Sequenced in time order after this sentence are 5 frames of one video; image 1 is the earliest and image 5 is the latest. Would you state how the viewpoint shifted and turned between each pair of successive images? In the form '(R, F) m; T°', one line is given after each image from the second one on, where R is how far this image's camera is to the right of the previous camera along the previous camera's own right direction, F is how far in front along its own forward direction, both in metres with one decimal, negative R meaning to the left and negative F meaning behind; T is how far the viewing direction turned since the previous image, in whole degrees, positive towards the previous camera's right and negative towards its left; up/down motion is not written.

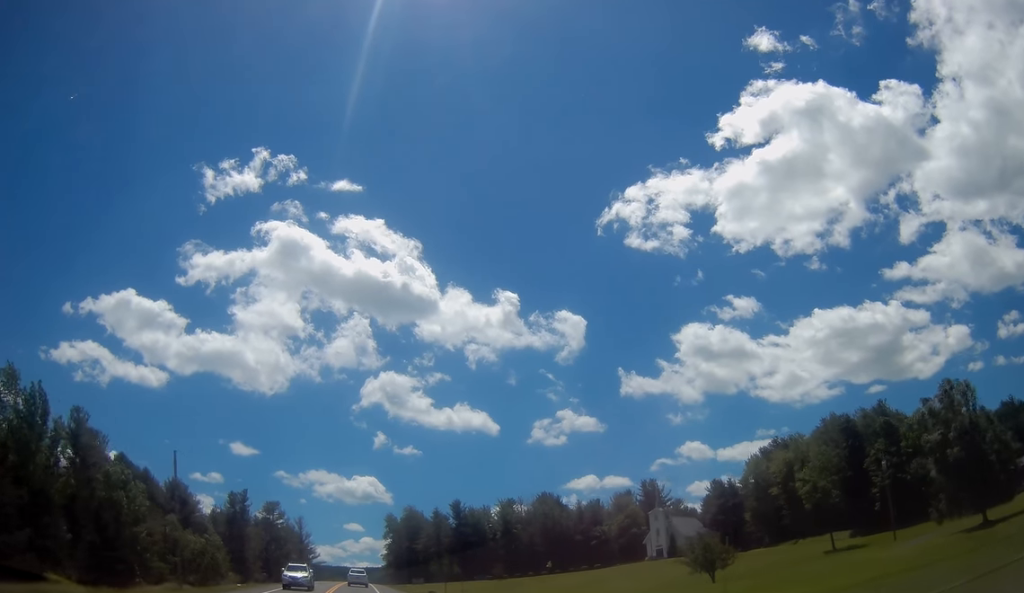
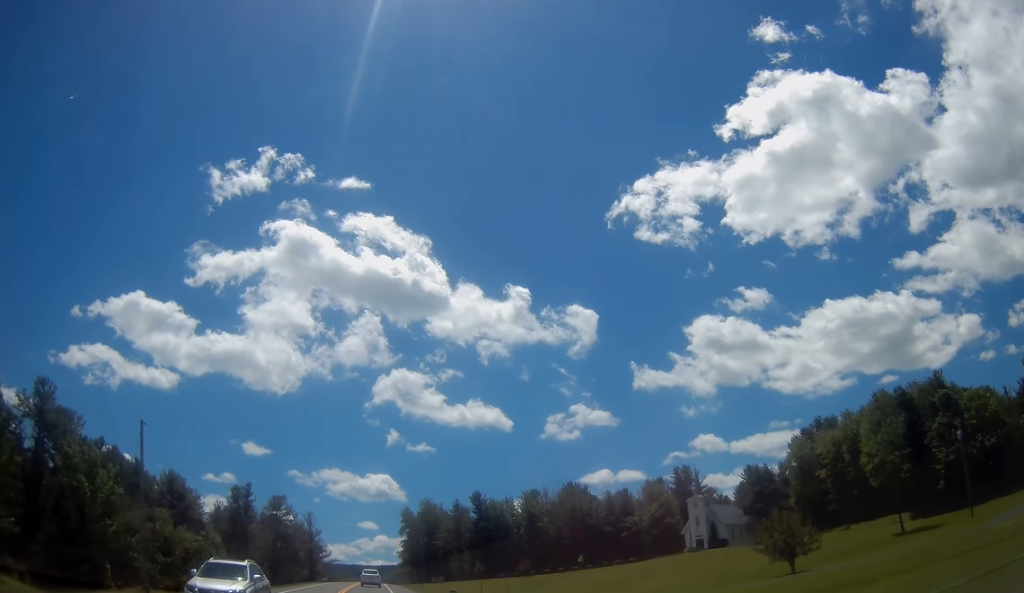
(-0.1, +11.2) m; -1°
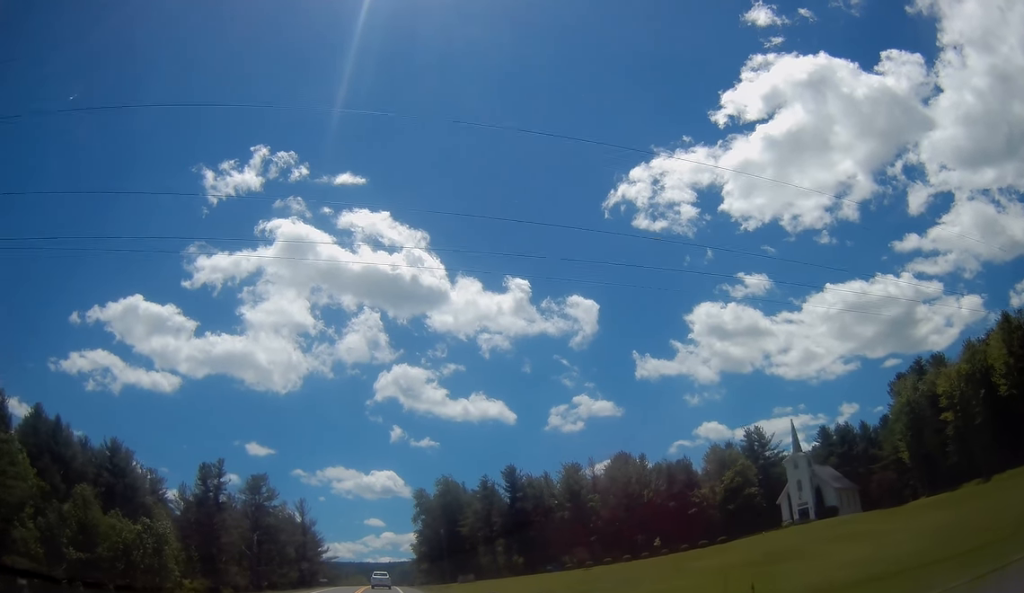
(-0.5, +31.1) m; -1°
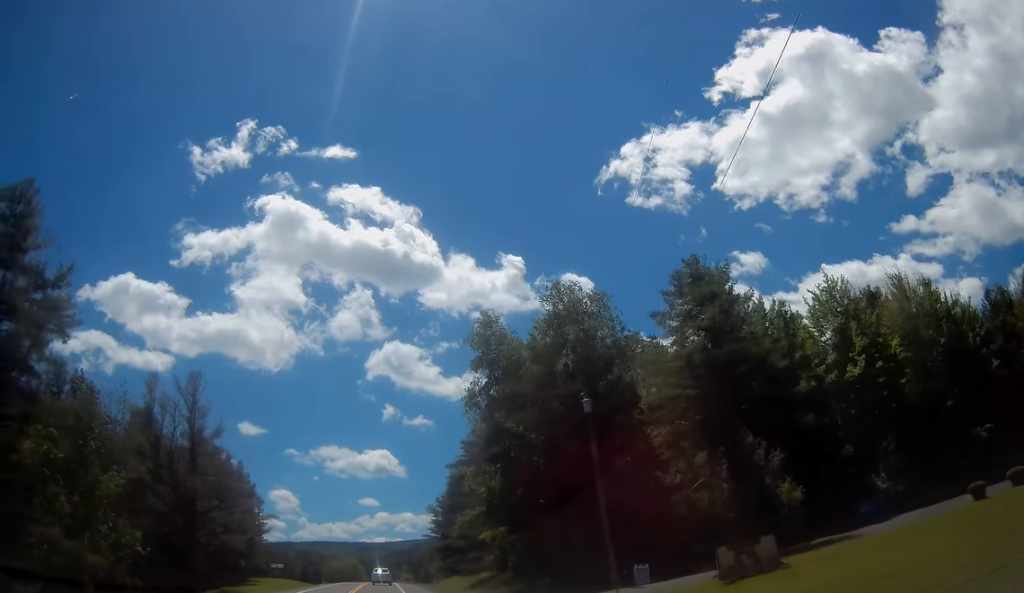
(-0.1, +78.9) m; 0°
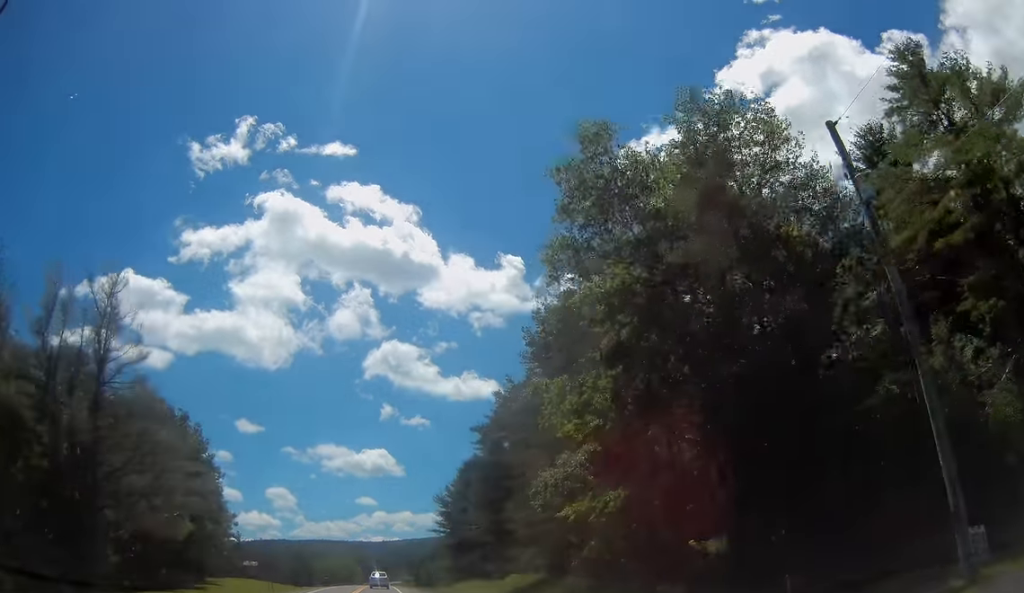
(0.0, +21.0) m; 0°
